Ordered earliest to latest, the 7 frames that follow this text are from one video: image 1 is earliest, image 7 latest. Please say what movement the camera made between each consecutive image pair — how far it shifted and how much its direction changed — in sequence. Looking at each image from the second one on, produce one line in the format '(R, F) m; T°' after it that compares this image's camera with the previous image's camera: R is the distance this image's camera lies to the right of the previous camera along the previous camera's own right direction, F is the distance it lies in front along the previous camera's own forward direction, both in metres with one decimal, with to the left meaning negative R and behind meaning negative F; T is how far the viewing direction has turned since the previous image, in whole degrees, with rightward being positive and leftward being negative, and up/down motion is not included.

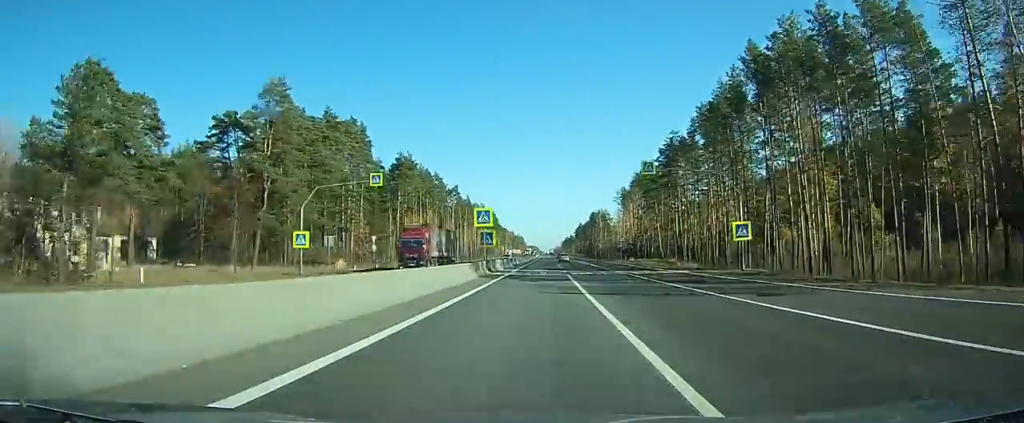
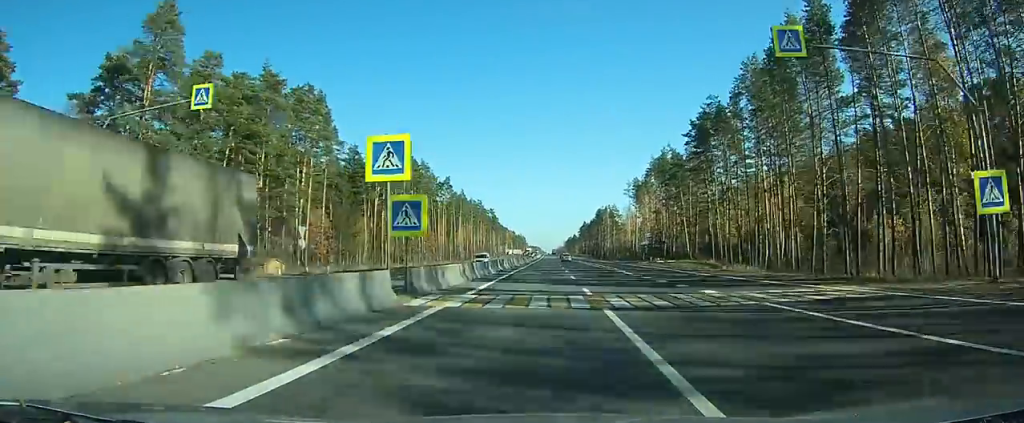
(0.0, +23.6) m; 0°
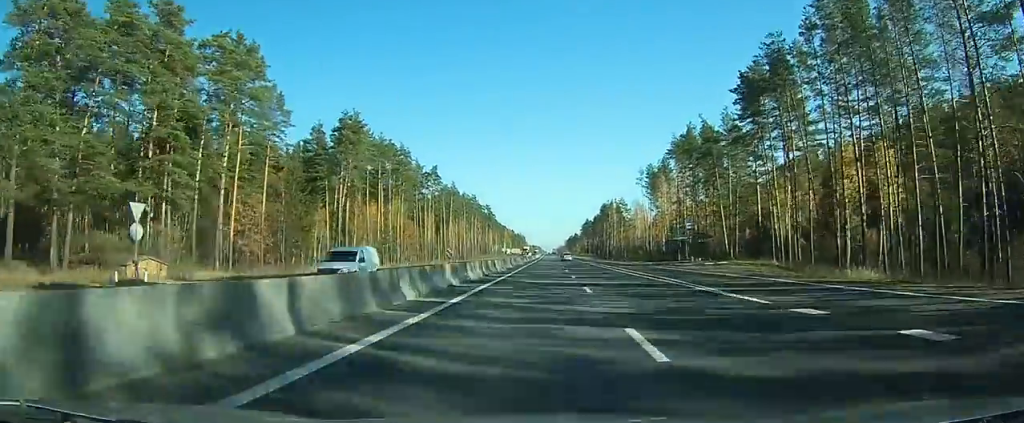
(0.0, +24.5) m; 0°
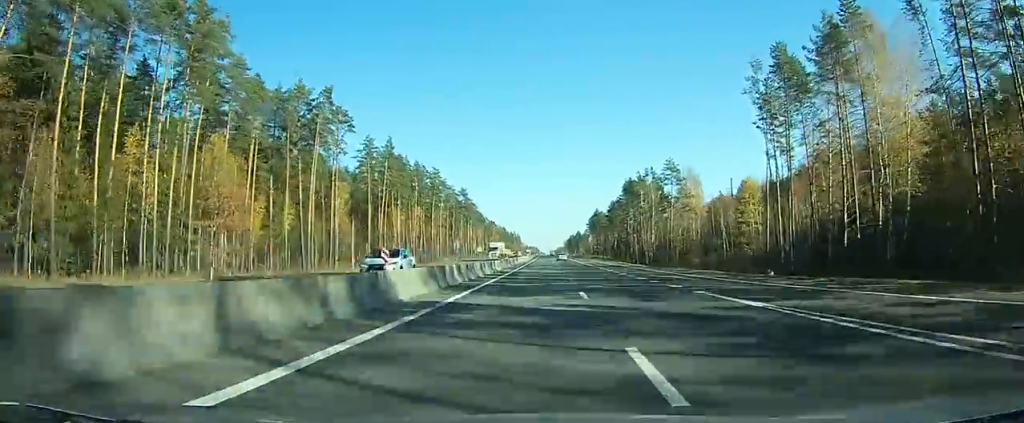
(+0.5, +88.4) m; 0°
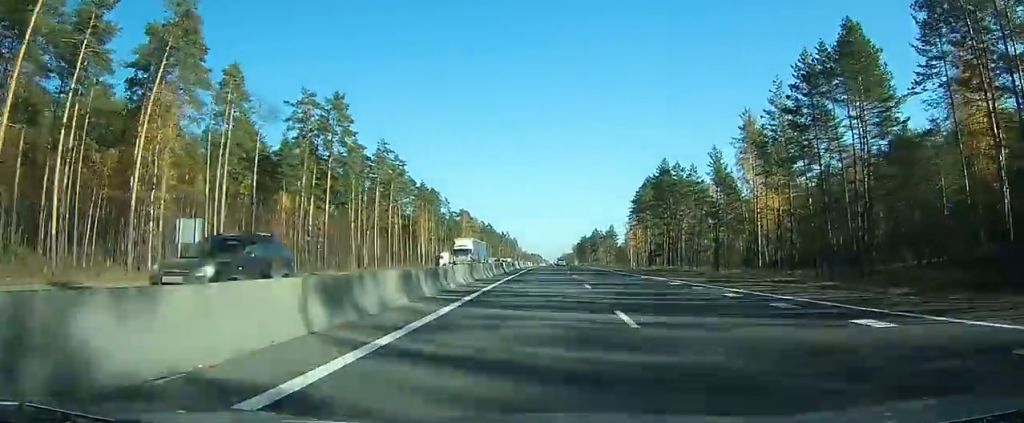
(-0.4, +146.5) m; -1°
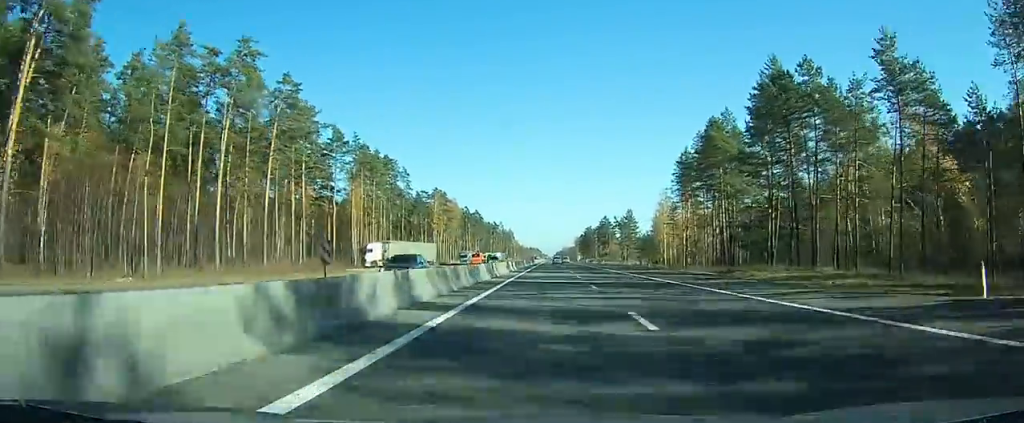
(-0.3, +62.7) m; 0°
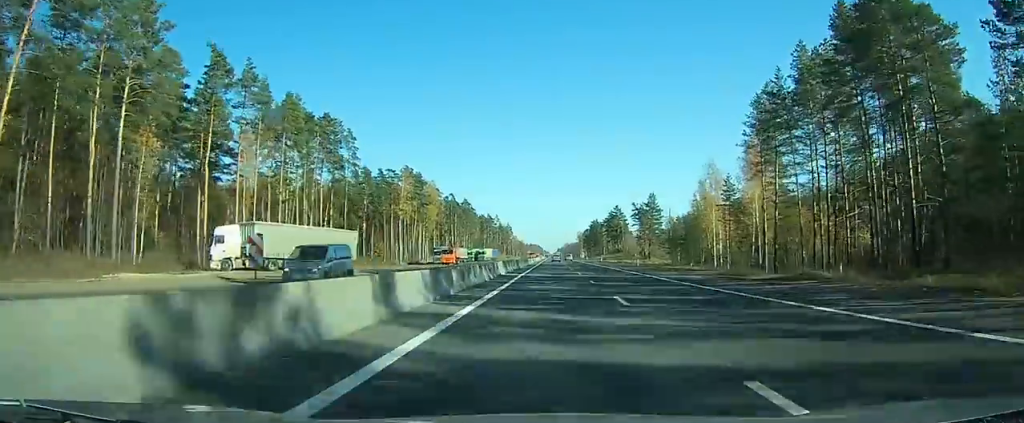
(0.0, +43.8) m; 0°
